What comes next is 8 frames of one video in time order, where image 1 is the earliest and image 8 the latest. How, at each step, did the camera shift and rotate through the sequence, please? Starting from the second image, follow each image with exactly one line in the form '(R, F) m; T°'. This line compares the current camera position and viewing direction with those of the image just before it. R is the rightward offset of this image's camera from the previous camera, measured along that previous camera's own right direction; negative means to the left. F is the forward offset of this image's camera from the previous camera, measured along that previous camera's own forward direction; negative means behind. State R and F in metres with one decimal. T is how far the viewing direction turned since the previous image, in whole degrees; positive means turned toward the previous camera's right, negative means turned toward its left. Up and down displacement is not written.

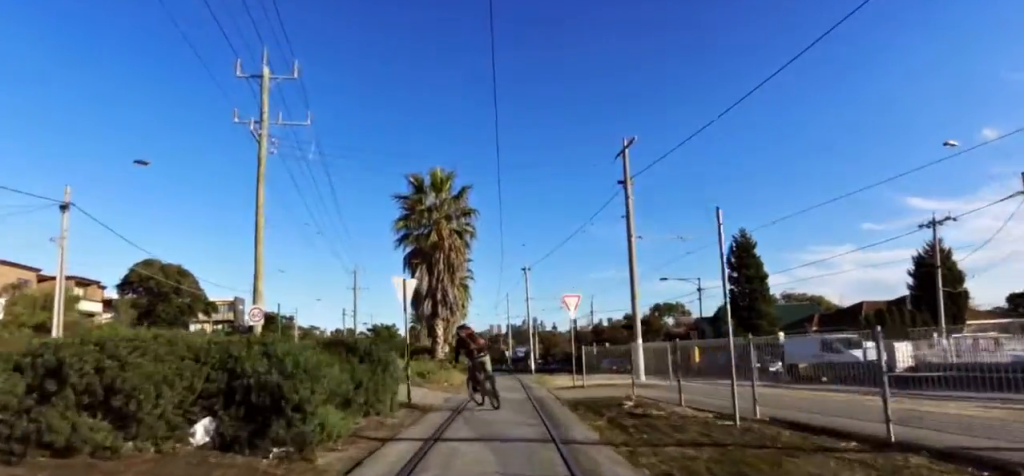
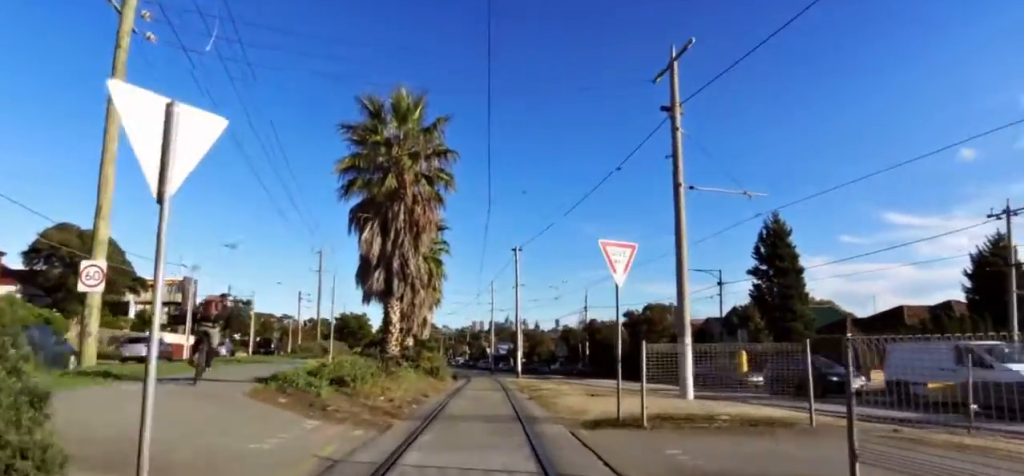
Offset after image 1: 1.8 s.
(+0.5, +10.0) m; -7°
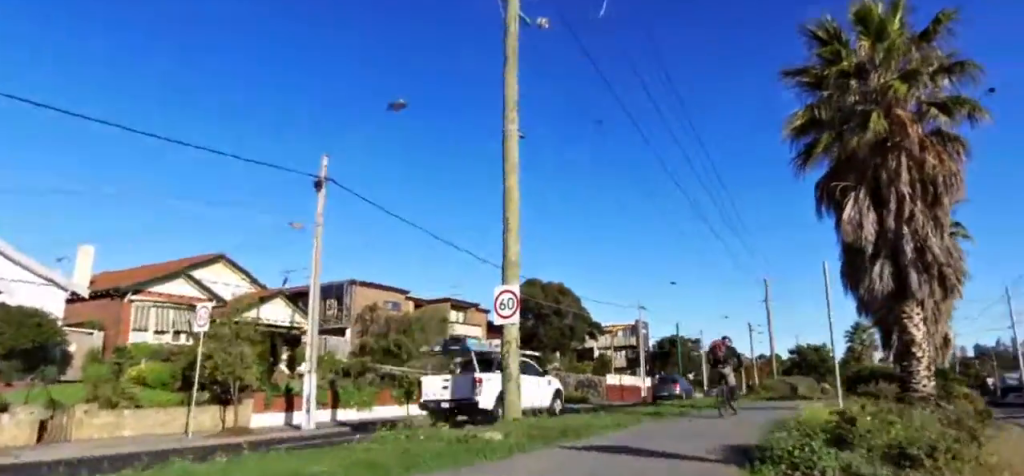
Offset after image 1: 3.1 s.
(-1.5, +7.2) m; -14°
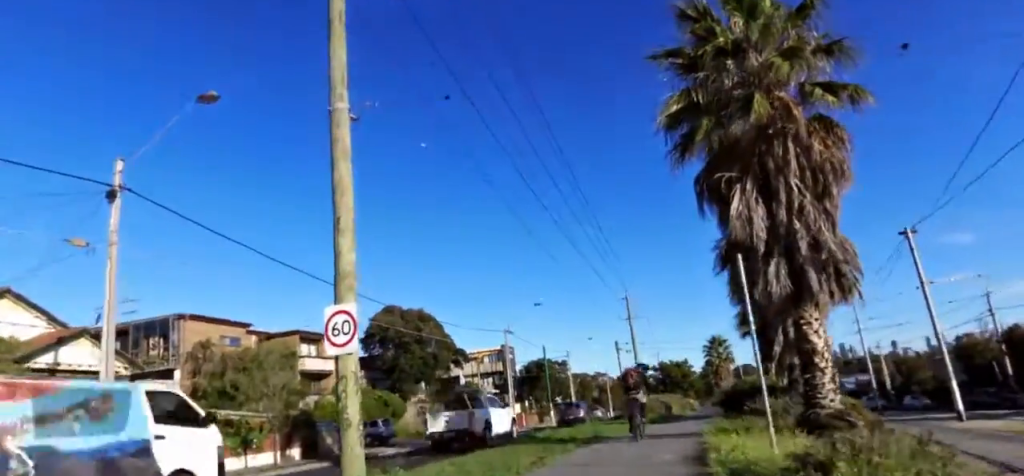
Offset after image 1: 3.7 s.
(-0.1, +2.9) m; -1°
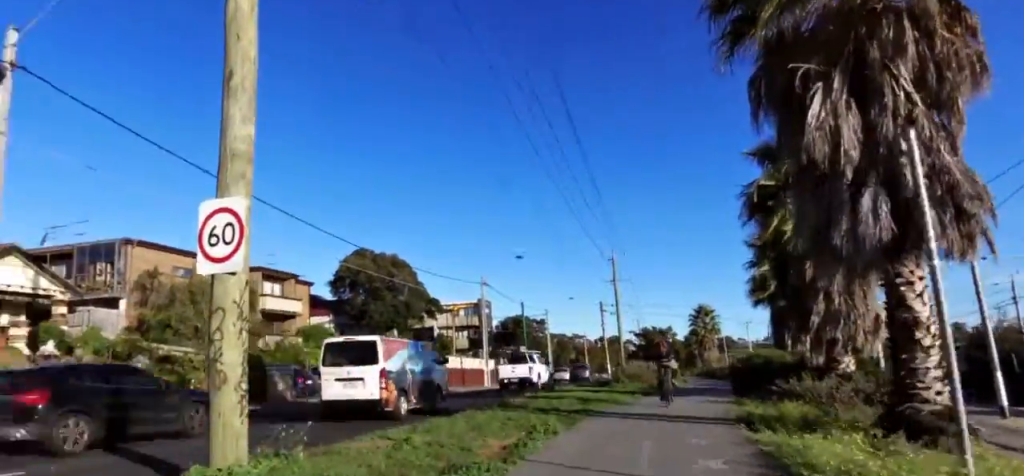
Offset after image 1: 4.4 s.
(0.0, +4.2) m; 0°
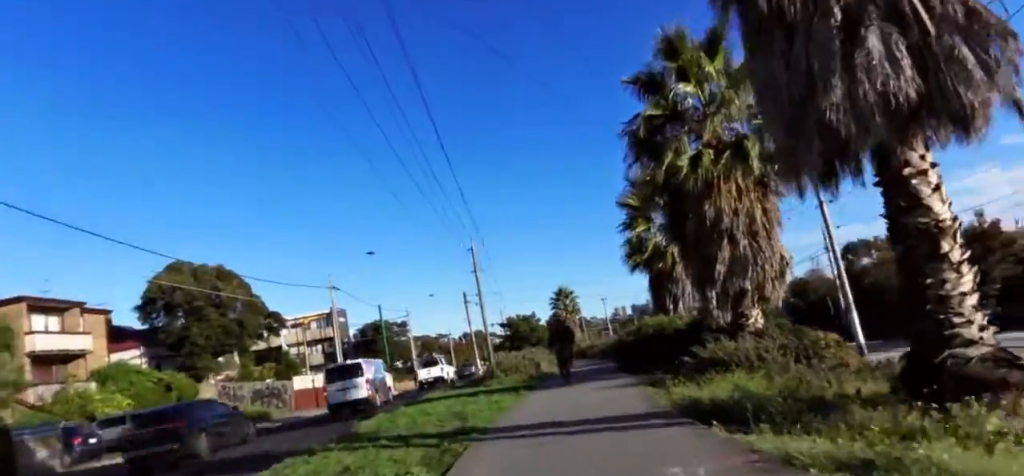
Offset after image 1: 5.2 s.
(0.0, +4.7) m; 0°
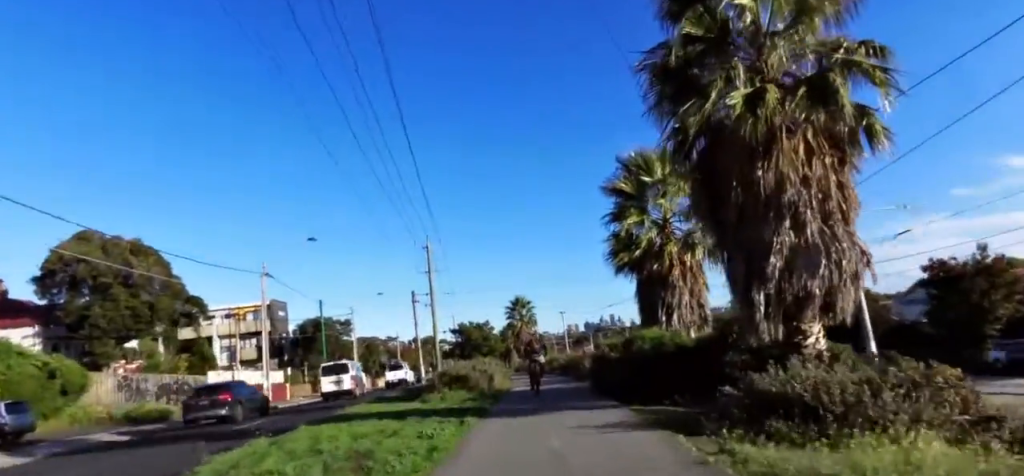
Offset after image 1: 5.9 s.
(0.0, +4.4) m; +4°
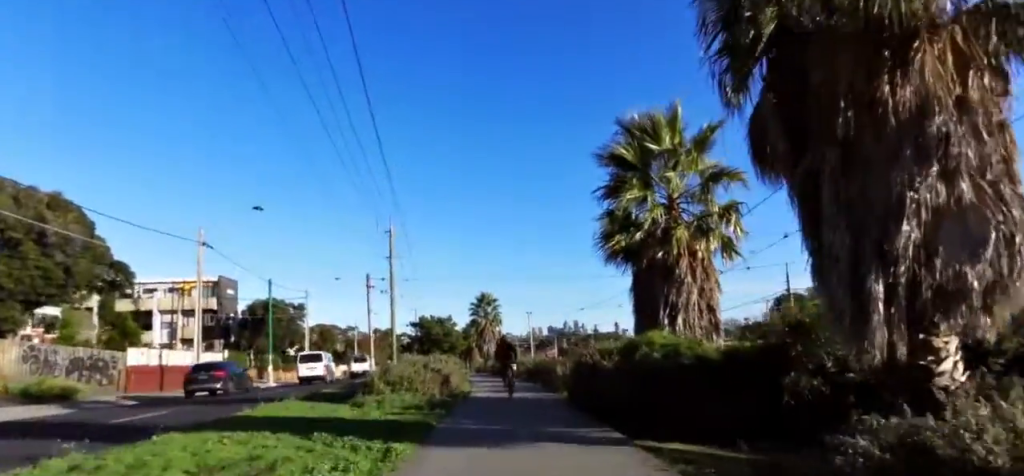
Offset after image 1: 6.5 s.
(-0.2, +3.4) m; +6°
